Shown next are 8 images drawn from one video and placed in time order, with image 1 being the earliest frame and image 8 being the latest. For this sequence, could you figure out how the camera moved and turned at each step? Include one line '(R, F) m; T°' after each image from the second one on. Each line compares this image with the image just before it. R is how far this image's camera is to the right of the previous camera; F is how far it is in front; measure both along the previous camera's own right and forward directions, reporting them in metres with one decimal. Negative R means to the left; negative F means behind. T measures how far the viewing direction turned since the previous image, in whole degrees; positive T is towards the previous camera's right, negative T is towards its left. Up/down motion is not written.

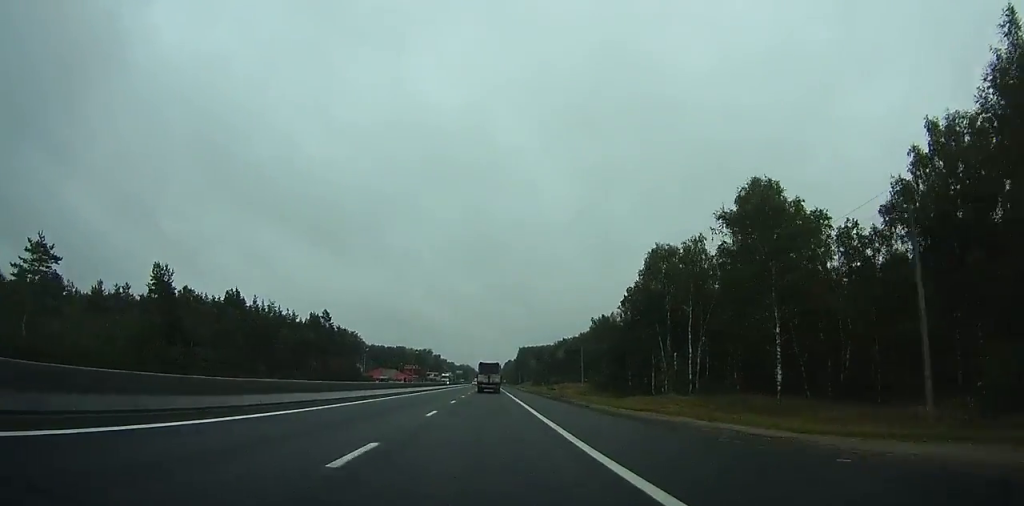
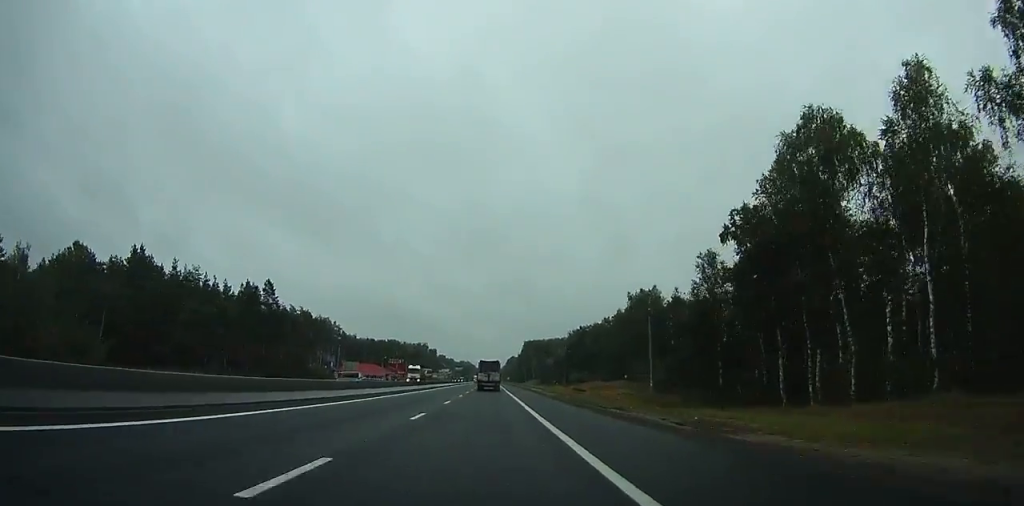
(+0.2, +37.6) m; 0°
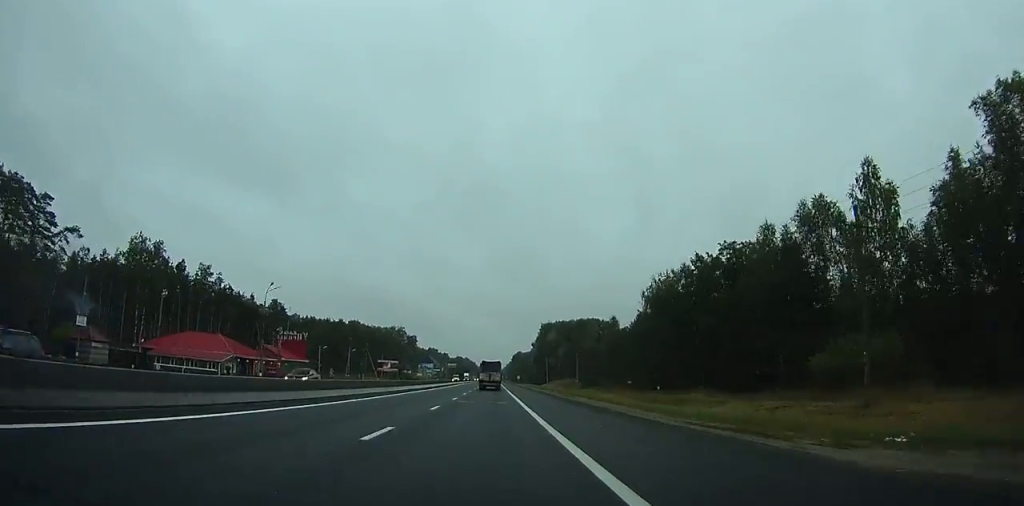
(-1.3, +96.6) m; -1°
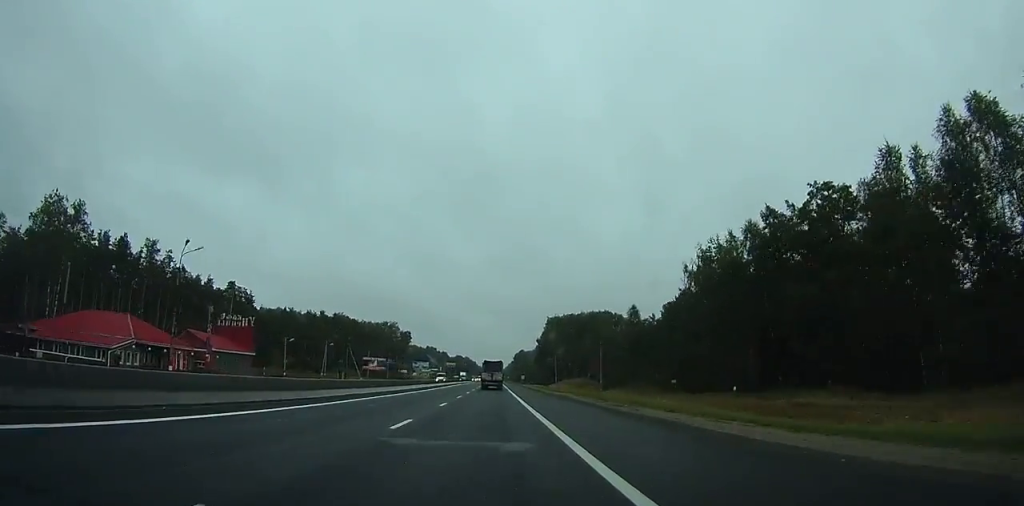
(0.0, +20.2) m; 0°
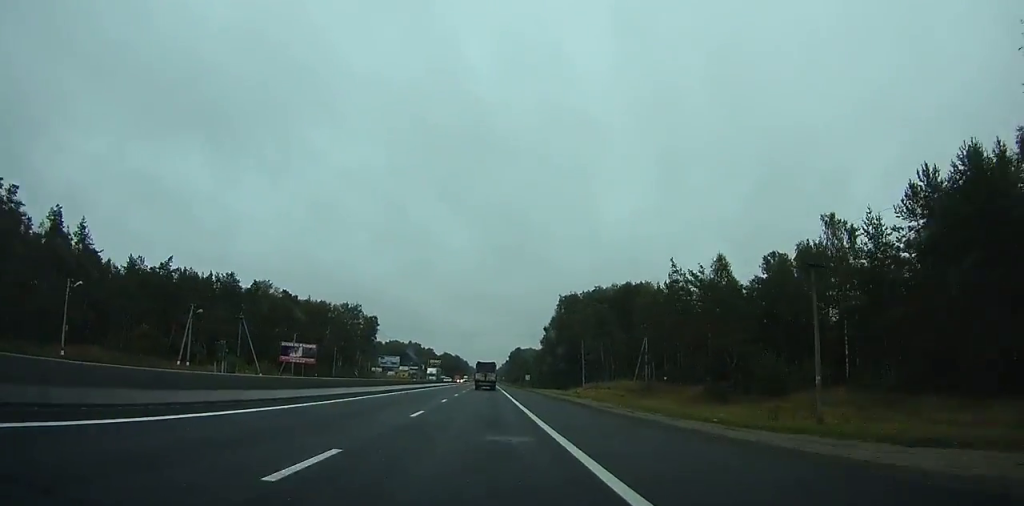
(0.0, +56.9) m; 0°
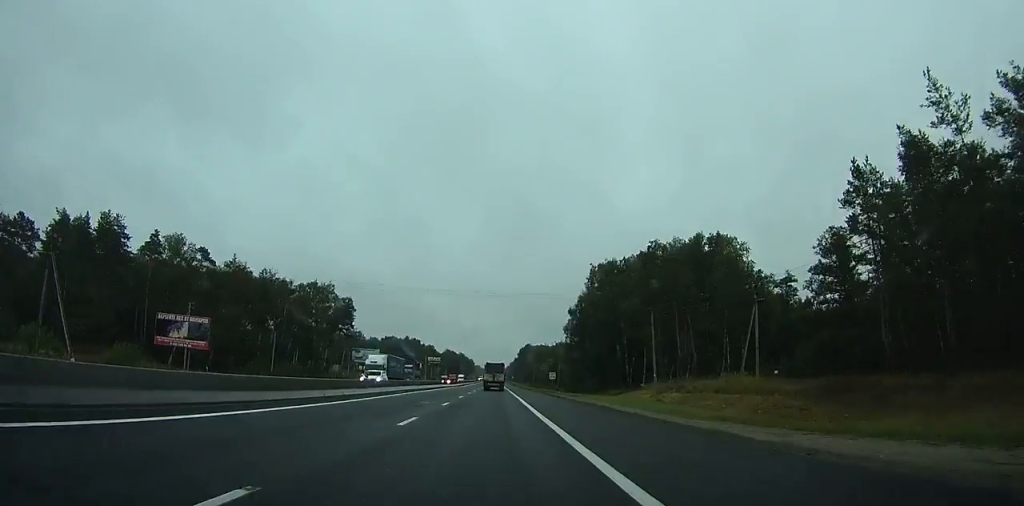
(+0.1, +41.5) m; 0°
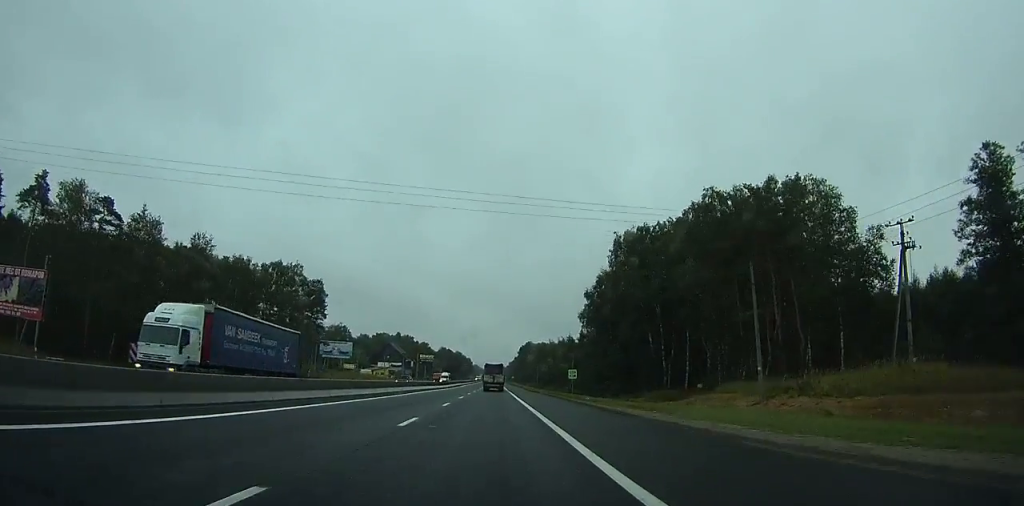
(-0.1, +24.5) m; 0°
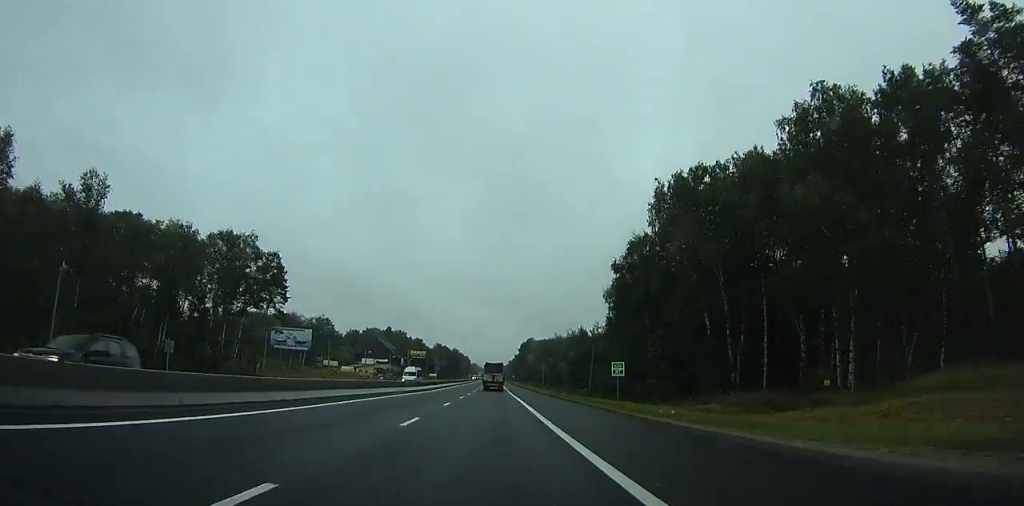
(0.0, +24.3) m; 0°
